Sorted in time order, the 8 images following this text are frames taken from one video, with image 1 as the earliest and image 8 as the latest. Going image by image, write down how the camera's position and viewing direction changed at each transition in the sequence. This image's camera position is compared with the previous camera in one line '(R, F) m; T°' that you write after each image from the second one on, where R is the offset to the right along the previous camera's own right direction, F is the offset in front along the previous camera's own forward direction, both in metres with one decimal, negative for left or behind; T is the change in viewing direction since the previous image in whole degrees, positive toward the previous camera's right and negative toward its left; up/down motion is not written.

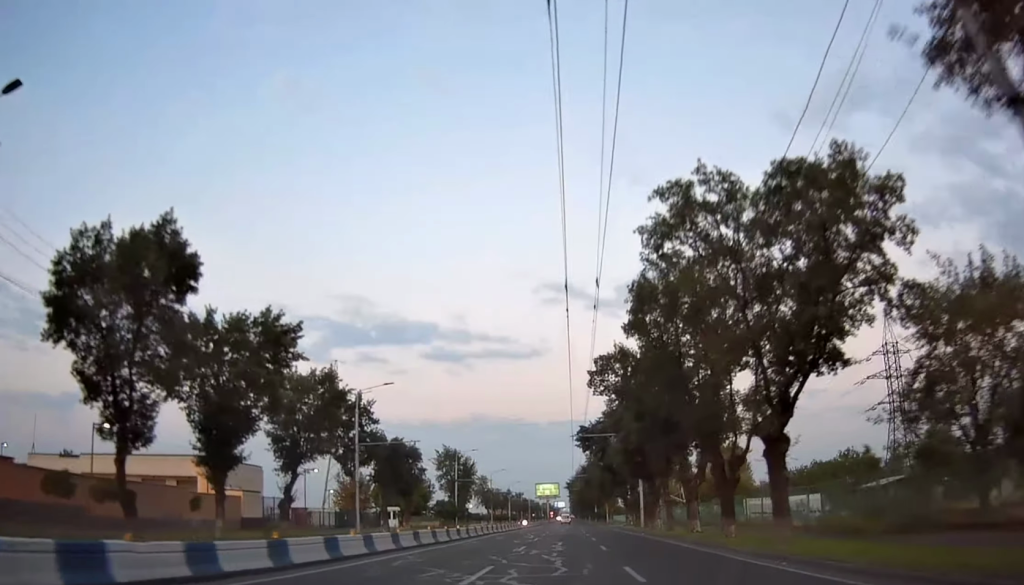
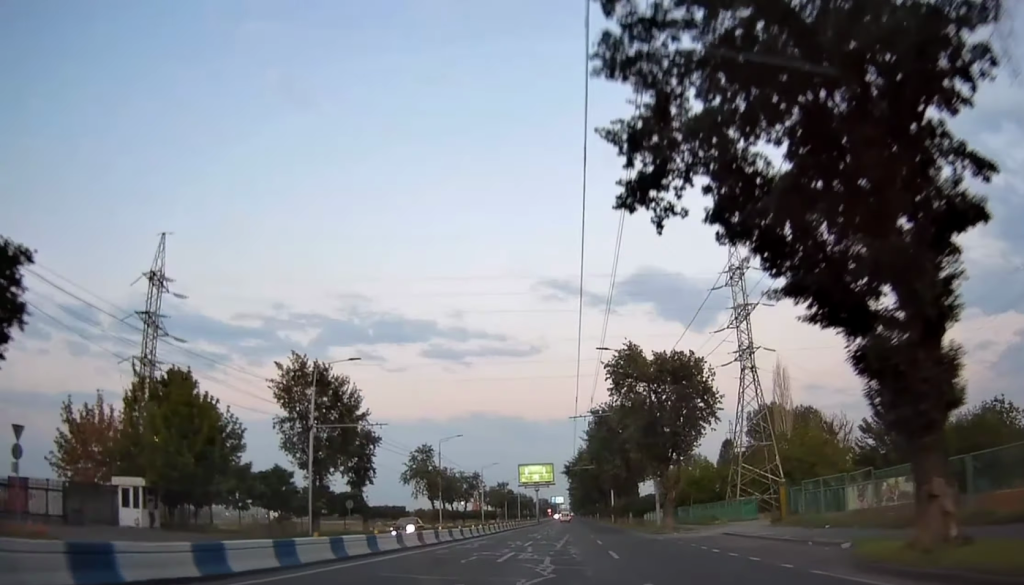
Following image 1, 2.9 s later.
(-0.1, +59.1) m; +1°
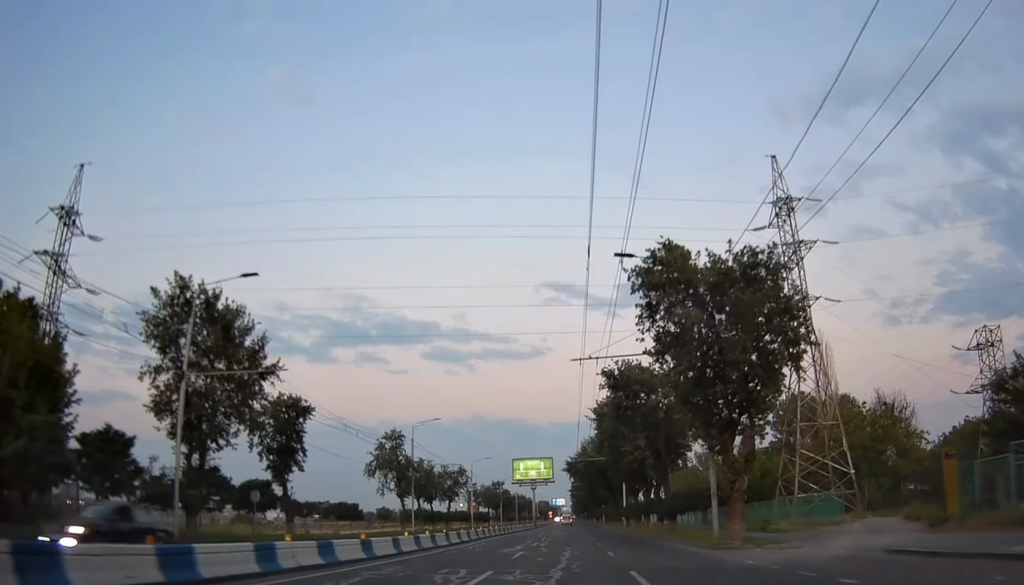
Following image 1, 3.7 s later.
(+0.2, +17.1) m; 0°
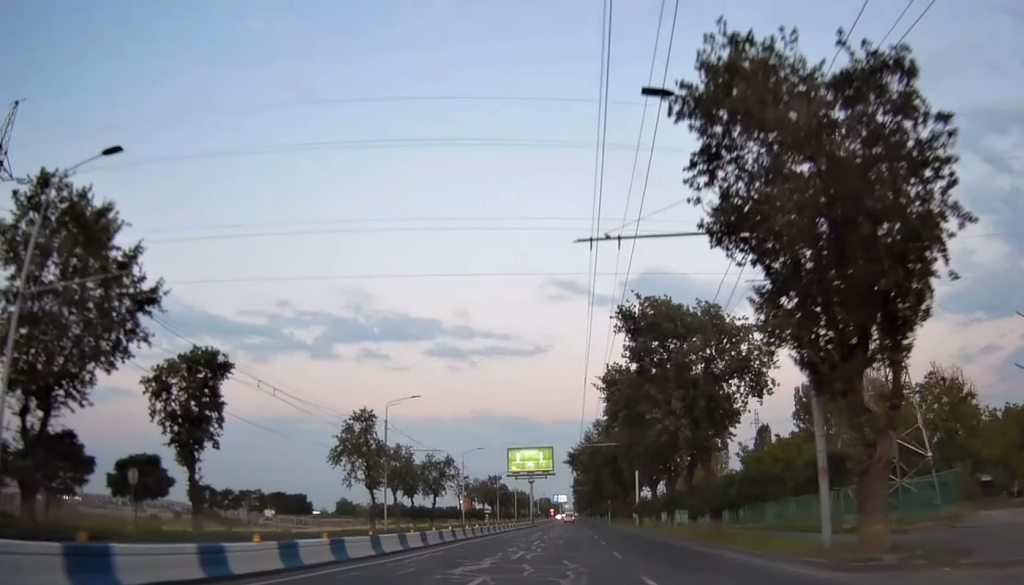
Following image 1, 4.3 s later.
(-0.1, +11.9) m; 0°
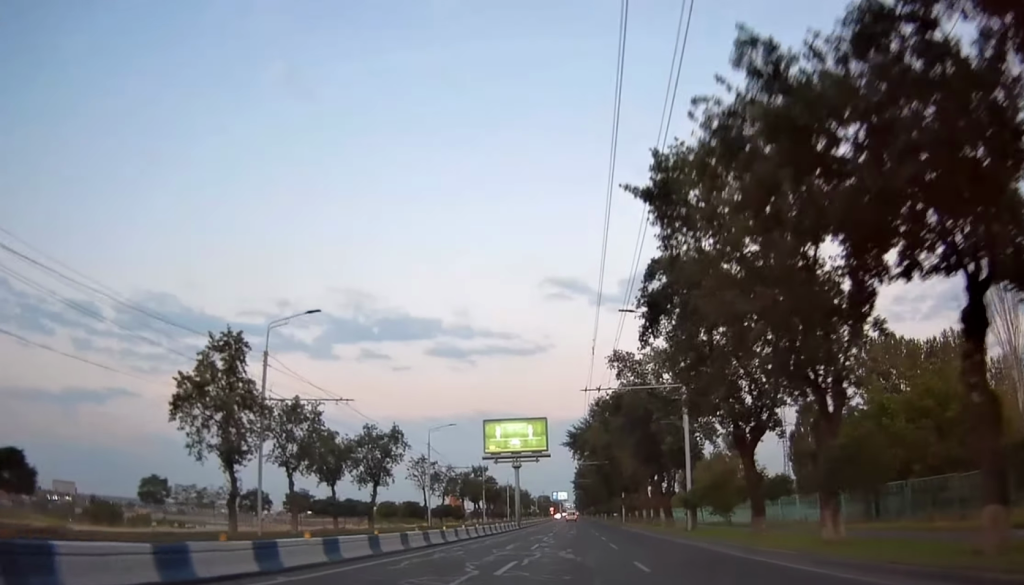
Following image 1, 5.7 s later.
(-0.1, +26.5) m; -1°
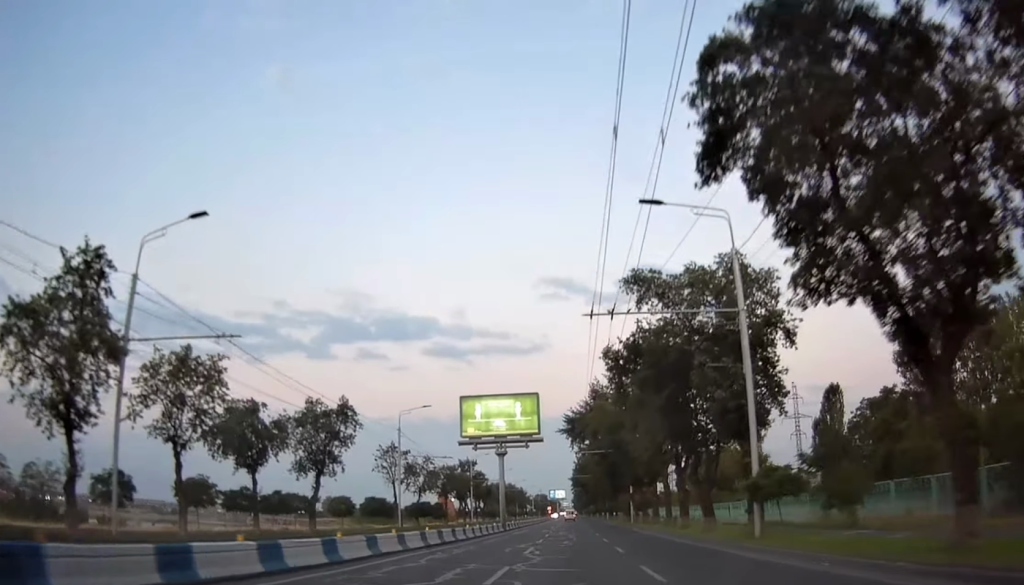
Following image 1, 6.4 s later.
(-0.1, +13.2) m; 0°
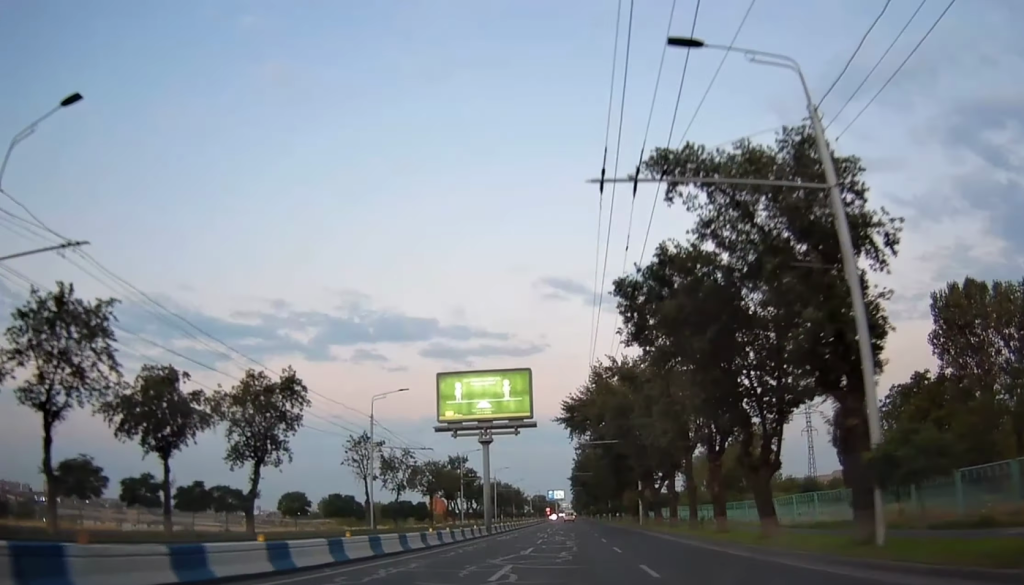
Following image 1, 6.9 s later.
(-0.1, +9.4) m; 0°
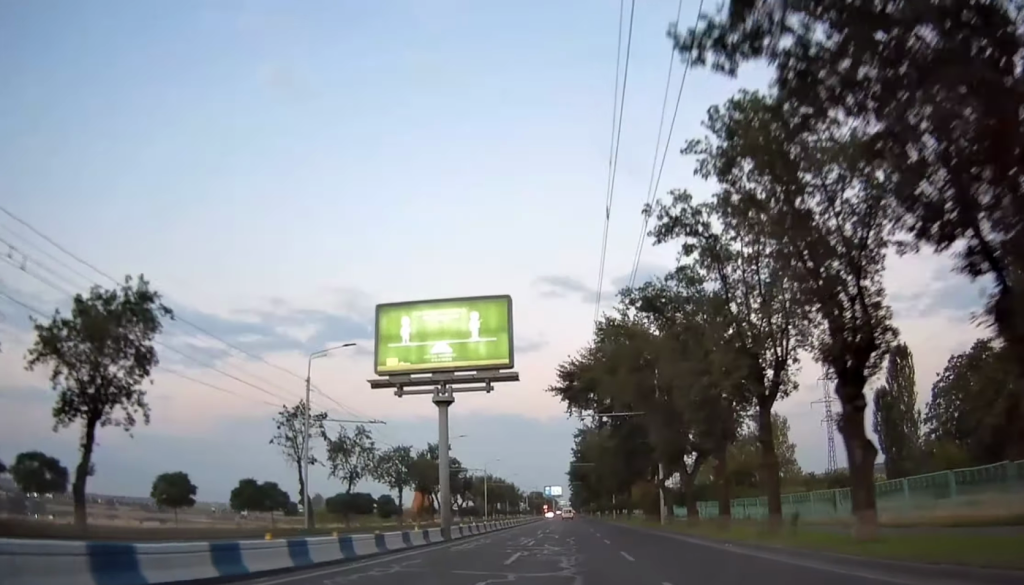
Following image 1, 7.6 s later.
(+0.2, +14.7) m; +1°
